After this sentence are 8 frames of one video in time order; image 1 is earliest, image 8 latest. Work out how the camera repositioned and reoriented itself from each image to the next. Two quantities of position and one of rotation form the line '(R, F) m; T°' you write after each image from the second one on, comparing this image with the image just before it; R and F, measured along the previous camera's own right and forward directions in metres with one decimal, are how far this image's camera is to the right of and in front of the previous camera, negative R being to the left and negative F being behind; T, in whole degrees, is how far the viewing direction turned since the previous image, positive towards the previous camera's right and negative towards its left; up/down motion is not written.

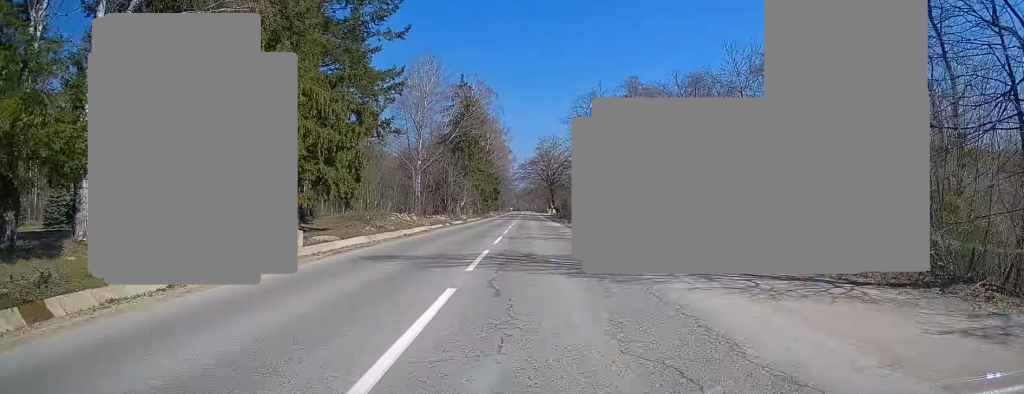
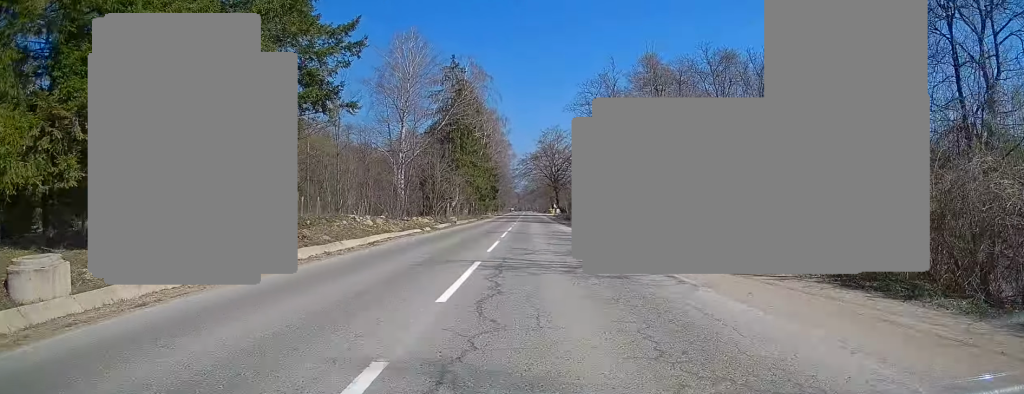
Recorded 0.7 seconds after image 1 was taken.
(0.0, +12.9) m; 0°
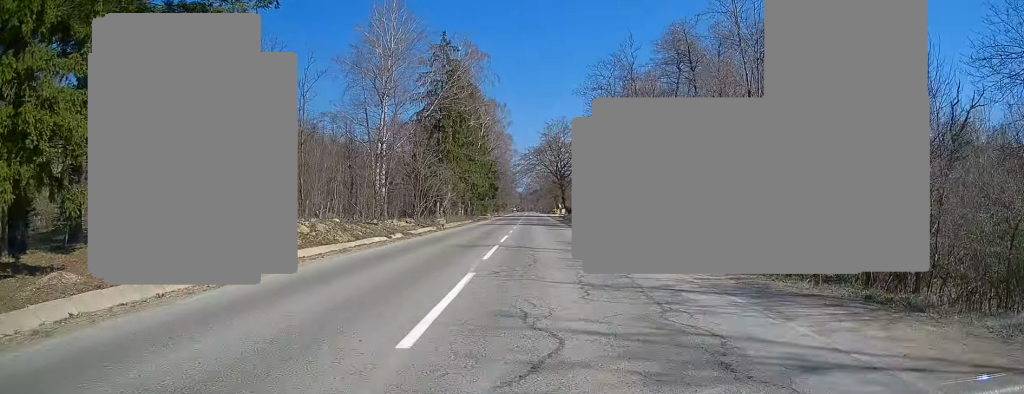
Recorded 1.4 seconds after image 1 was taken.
(0.0, +11.8) m; 0°
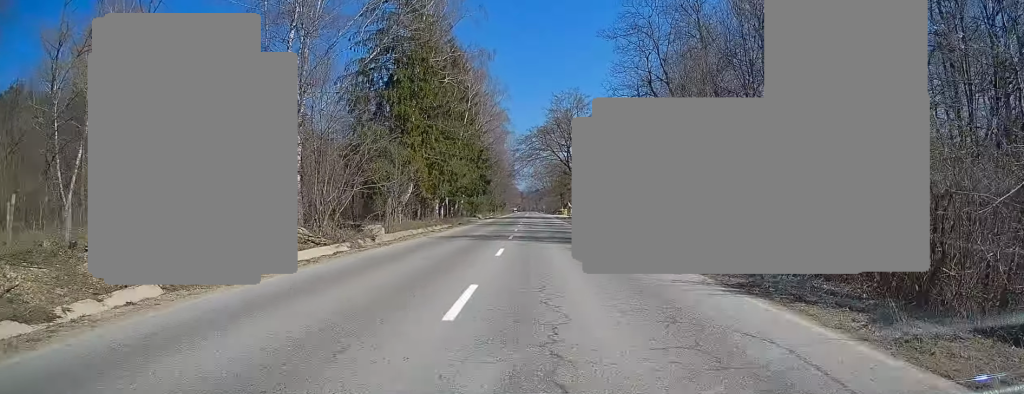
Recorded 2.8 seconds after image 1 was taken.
(-0.1, +25.4) m; -1°
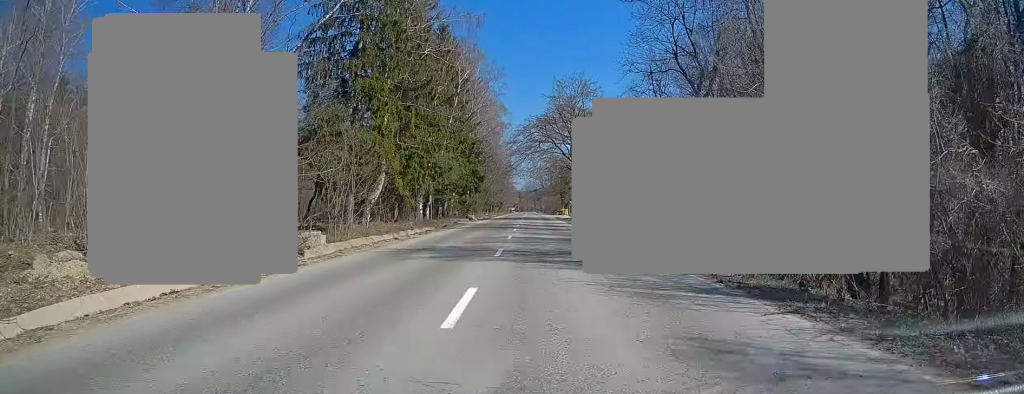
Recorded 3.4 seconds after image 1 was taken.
(0.0, +9.5) m; 0°
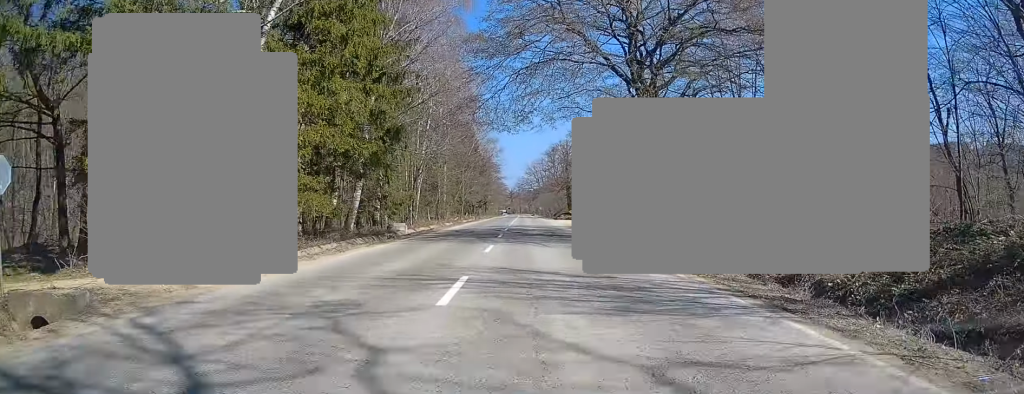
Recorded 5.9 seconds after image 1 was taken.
(+0.8, +44.0) m; +1°
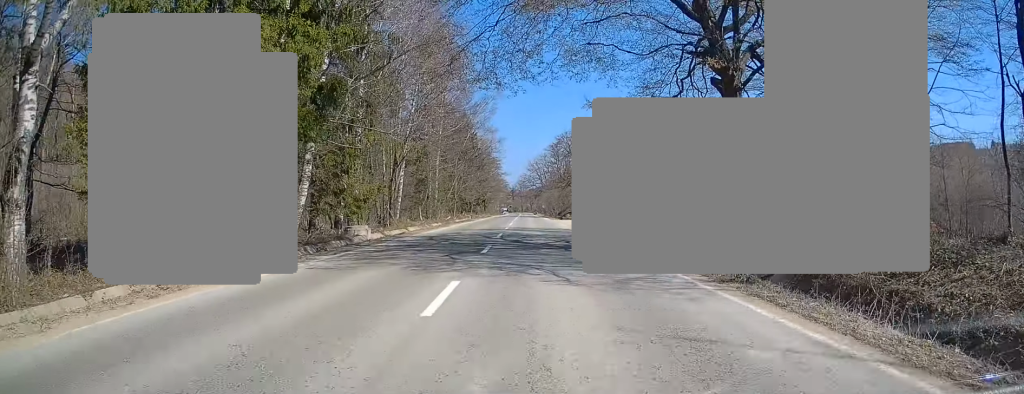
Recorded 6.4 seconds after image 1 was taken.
(0.0, +9.9) m; 0°
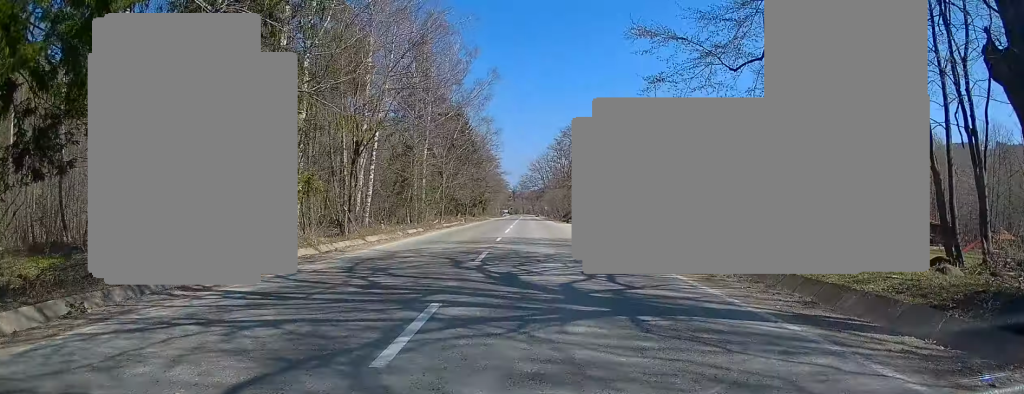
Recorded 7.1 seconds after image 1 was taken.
(+0.2, +11.0) m; 0°
